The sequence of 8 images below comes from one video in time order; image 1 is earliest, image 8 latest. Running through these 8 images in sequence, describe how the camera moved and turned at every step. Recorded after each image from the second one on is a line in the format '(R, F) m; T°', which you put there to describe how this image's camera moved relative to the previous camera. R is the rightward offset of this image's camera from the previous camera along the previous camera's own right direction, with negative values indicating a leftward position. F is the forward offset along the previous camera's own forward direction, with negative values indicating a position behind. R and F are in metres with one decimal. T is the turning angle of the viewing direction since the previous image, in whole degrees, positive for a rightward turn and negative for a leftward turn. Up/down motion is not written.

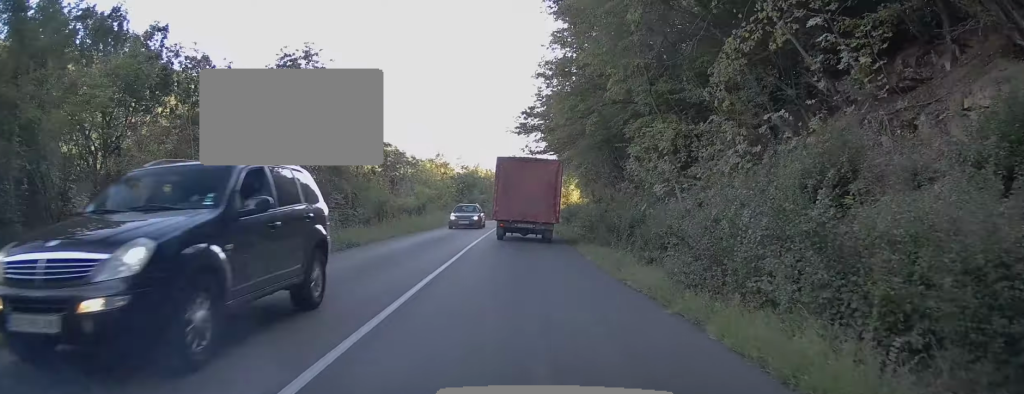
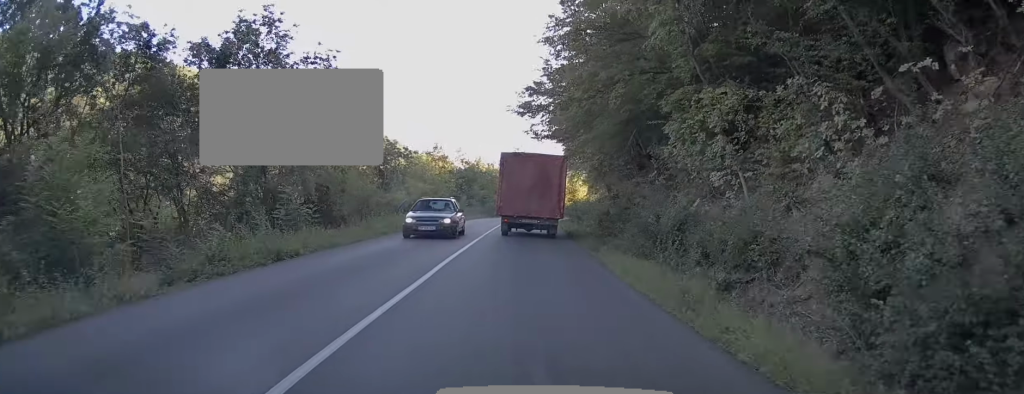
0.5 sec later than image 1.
(-0.1, +5.5) m; 0°
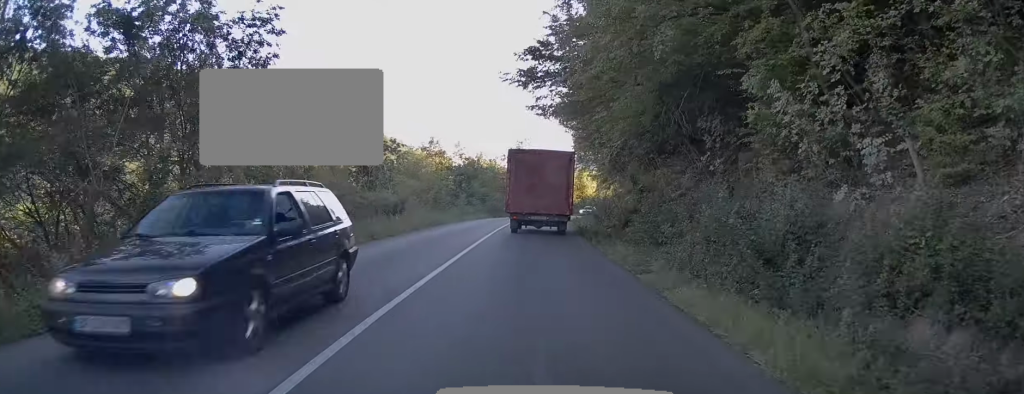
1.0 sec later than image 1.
(0.0, +6.3) m; 0°
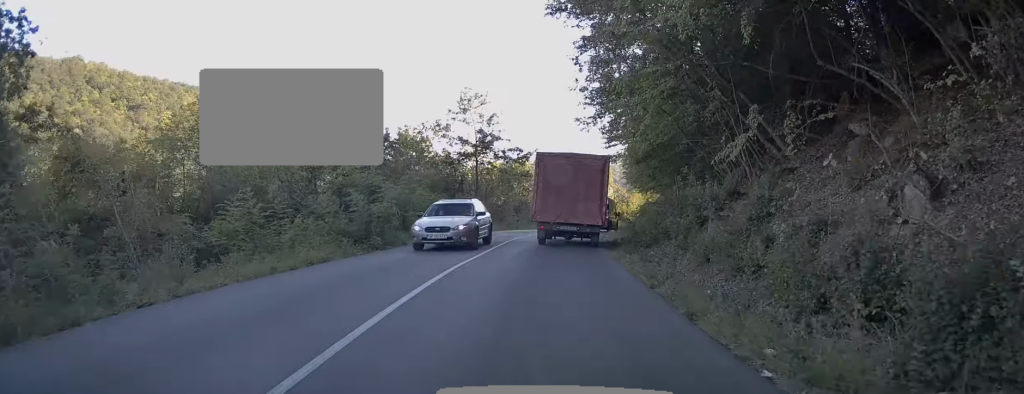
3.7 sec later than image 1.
(+0.3, +32.9) m; +3°
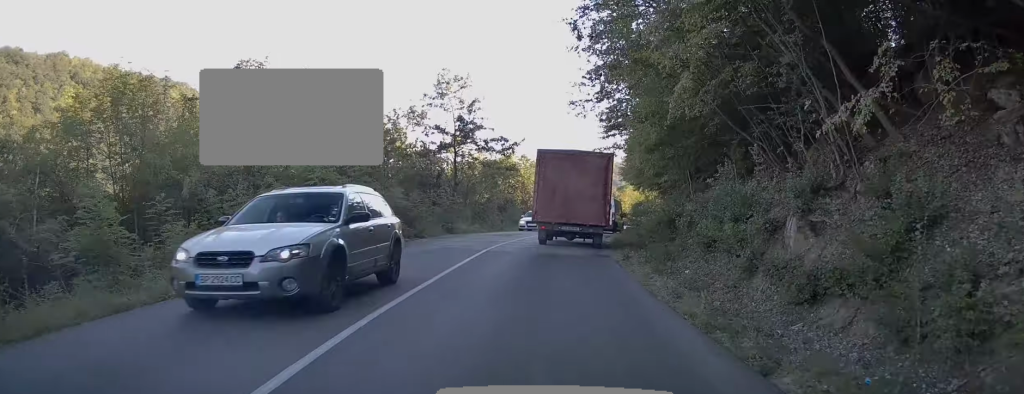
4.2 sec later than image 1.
(+0.1, +5.2) m; +2°
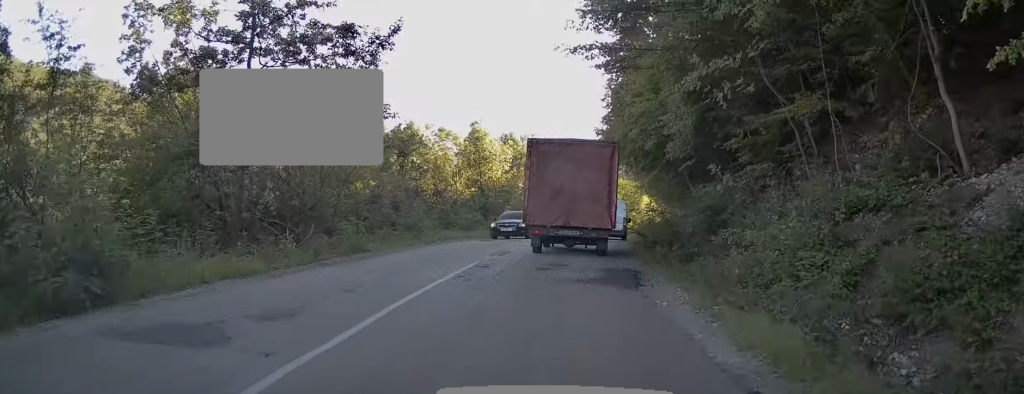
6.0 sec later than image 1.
(+1.3, +20.6) m; +8°
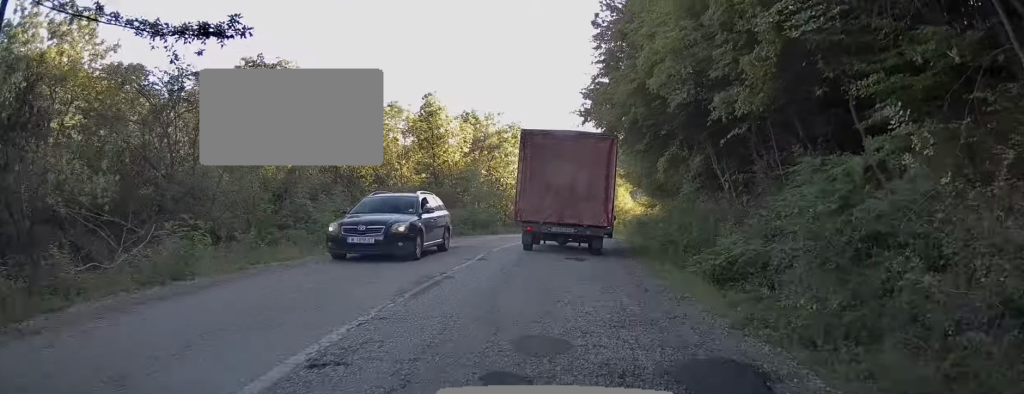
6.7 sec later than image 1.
(+0.1, +7.8) m; +2°
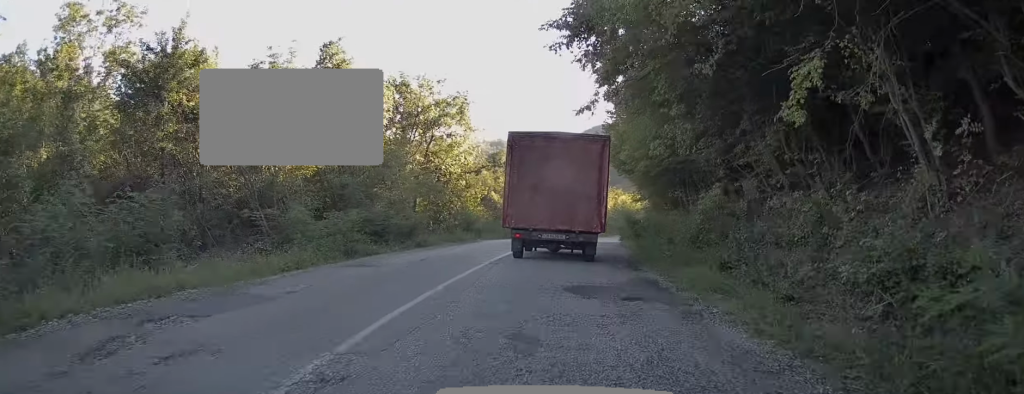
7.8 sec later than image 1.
(+0.4, +11.5) m; +5°
